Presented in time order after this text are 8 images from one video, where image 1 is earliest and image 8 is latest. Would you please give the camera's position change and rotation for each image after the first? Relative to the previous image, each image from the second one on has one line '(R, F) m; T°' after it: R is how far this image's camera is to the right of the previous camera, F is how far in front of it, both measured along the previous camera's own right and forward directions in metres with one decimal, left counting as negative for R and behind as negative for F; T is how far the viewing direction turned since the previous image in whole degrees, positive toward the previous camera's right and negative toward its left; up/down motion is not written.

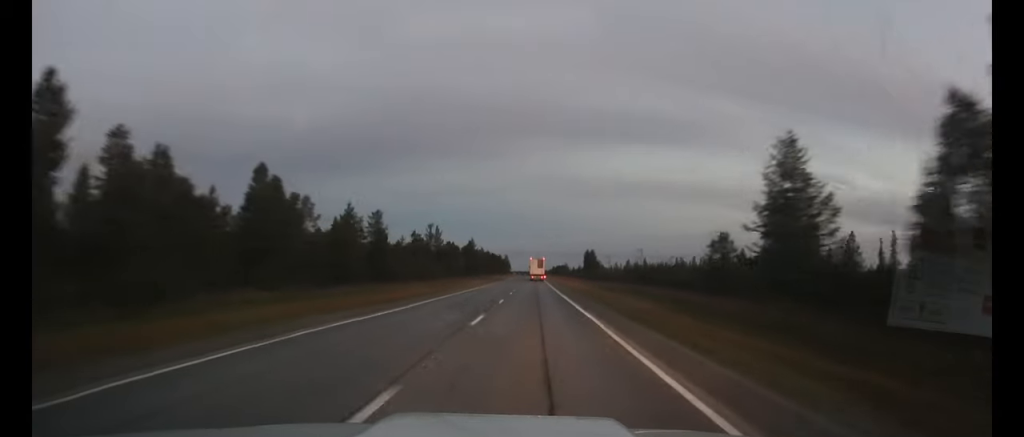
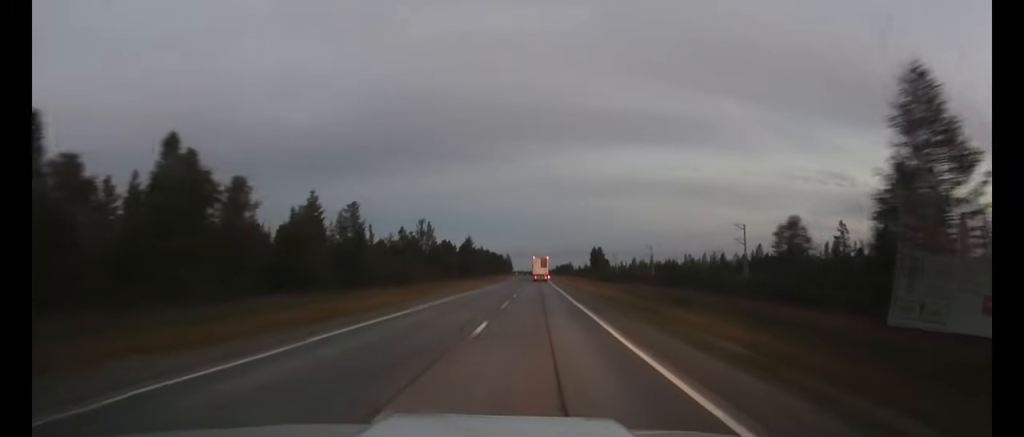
(-0.1, +12.9) m; 0°
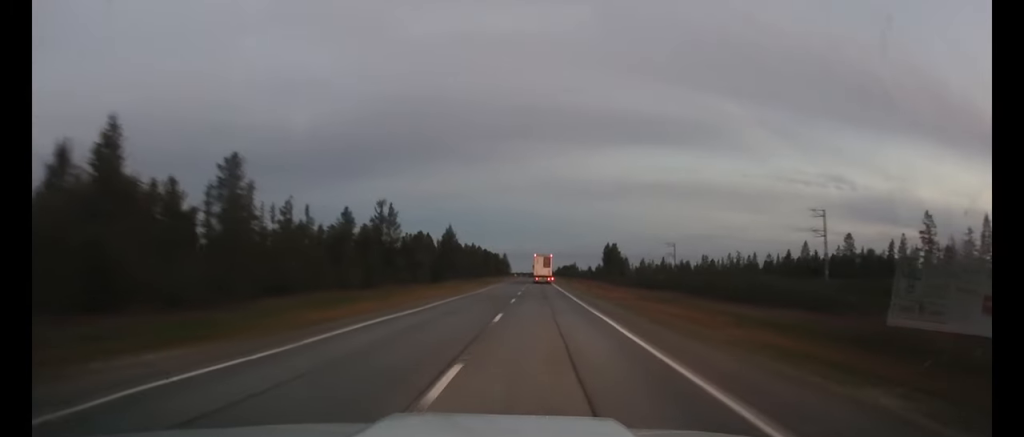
(-0.1, +31.9) m; 0°
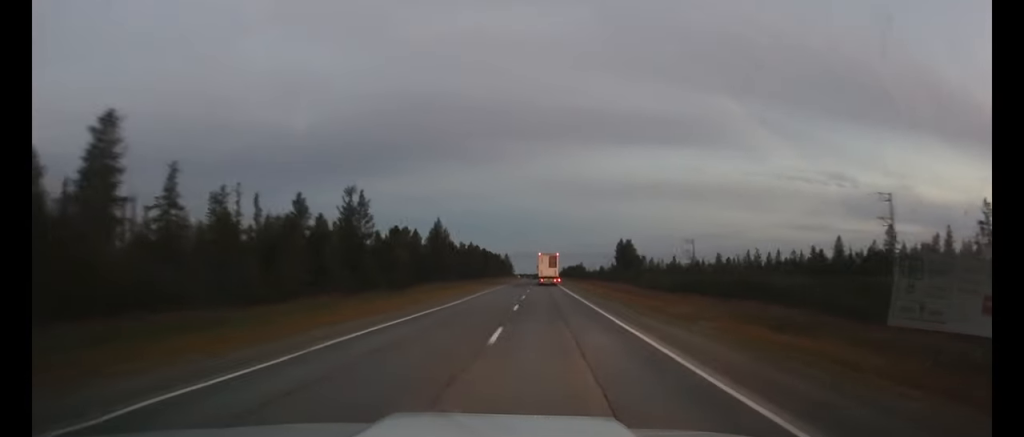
(0.0, +16.4) m; 0°
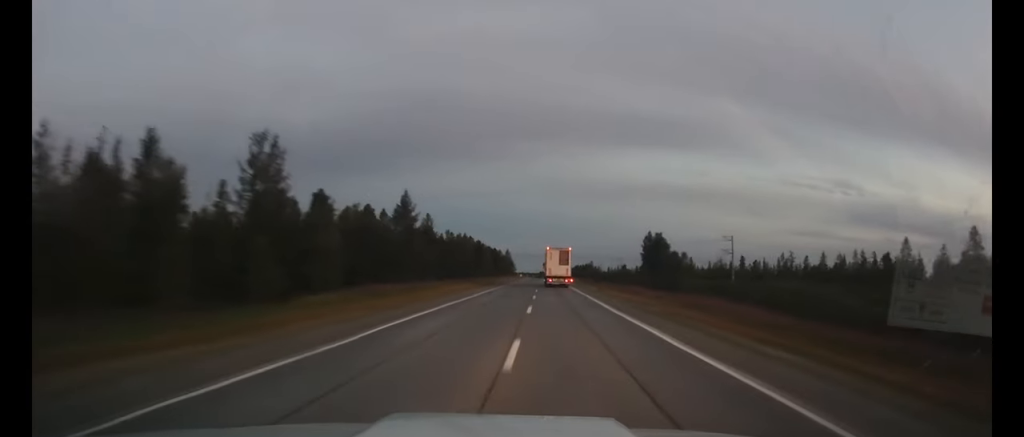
(0.0, +26.6) m; 0°
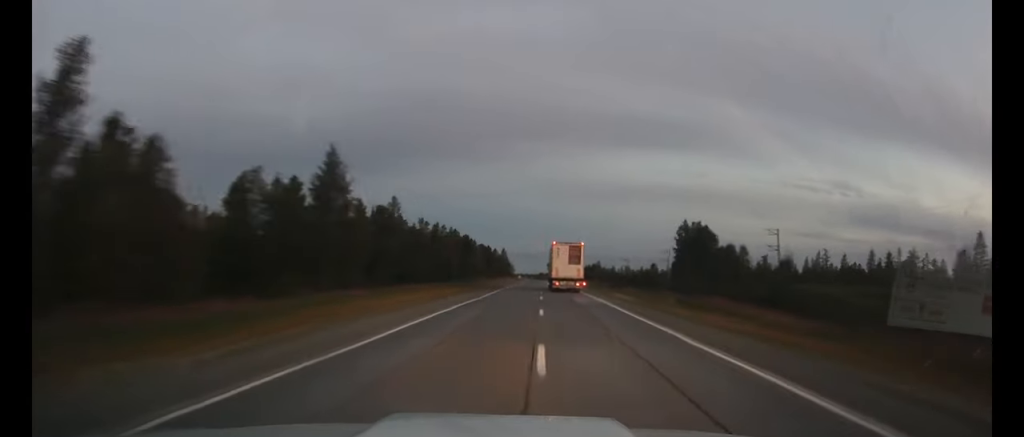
(-0.1, +24.2) m; 0°
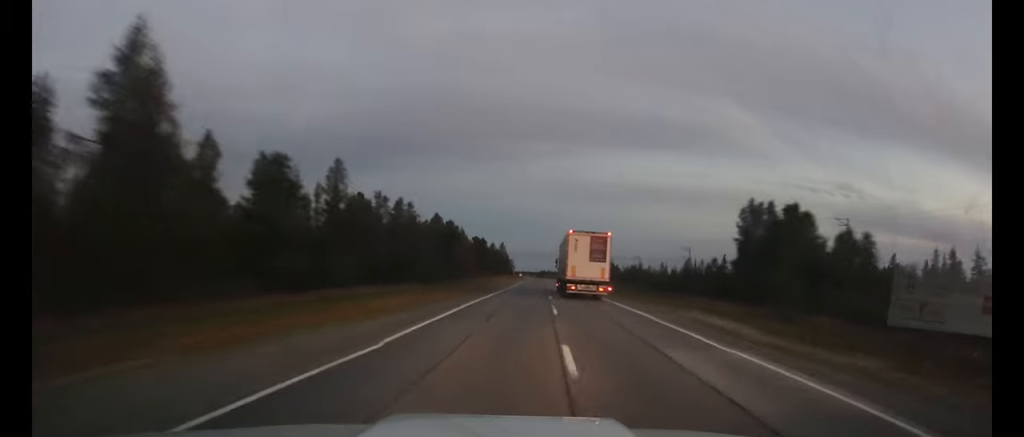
(0.0, +23.7) m; 0°
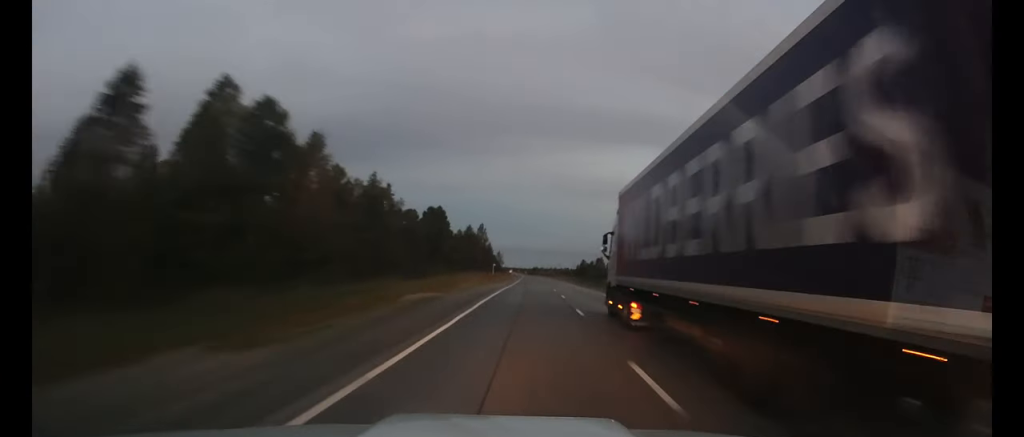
(0.0, +61.6) m; 0°
